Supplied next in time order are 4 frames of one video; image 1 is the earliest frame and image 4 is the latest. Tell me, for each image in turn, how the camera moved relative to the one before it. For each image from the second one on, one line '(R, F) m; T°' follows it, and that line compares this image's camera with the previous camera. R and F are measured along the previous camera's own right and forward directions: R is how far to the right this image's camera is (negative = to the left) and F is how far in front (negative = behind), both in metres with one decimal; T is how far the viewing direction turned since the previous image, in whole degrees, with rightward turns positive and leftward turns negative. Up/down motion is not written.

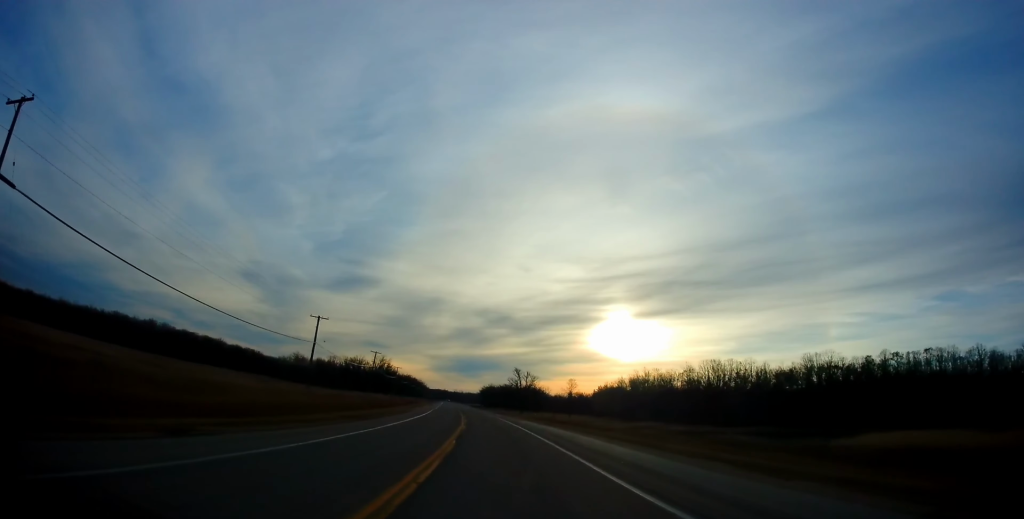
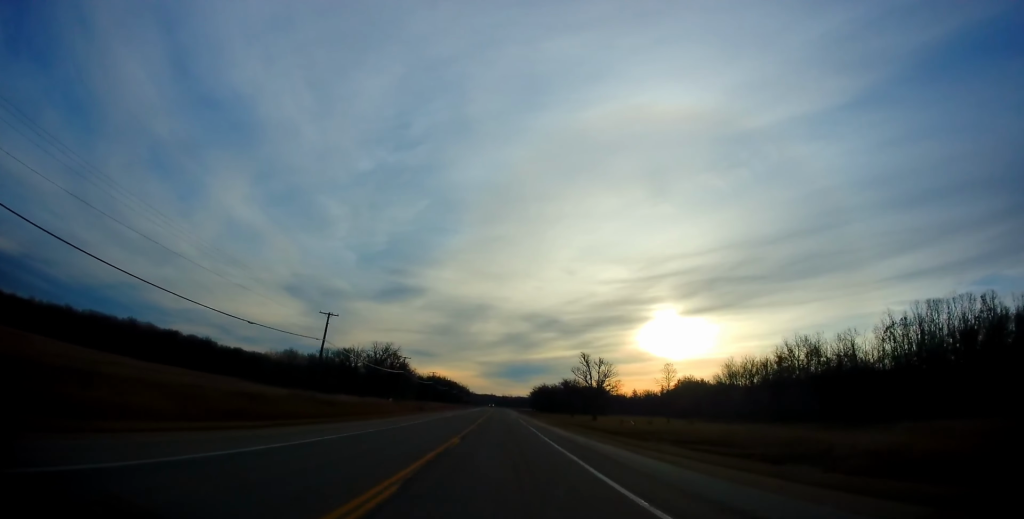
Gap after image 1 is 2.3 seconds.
(-2.5, +59.5) m; -4°
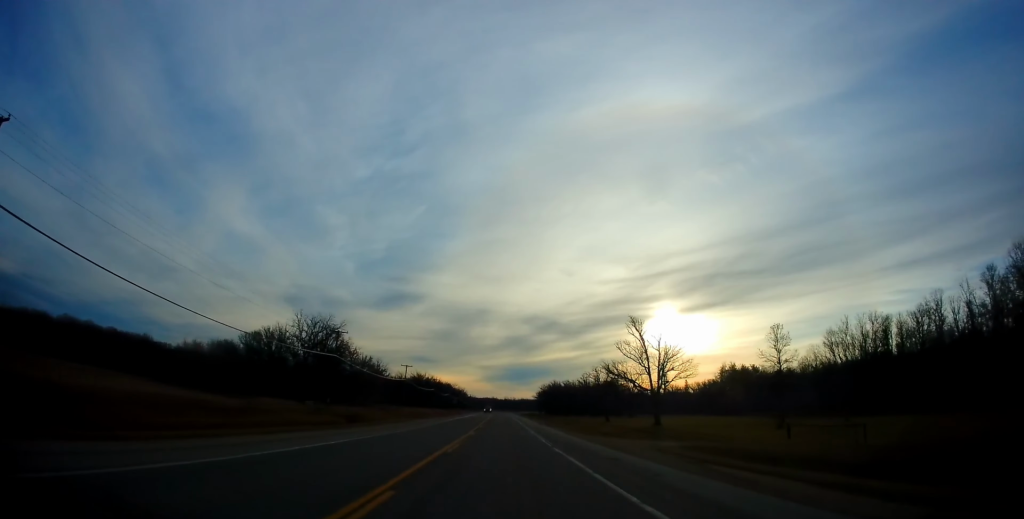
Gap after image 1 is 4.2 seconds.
(+0.4, +48.6) m; 0°
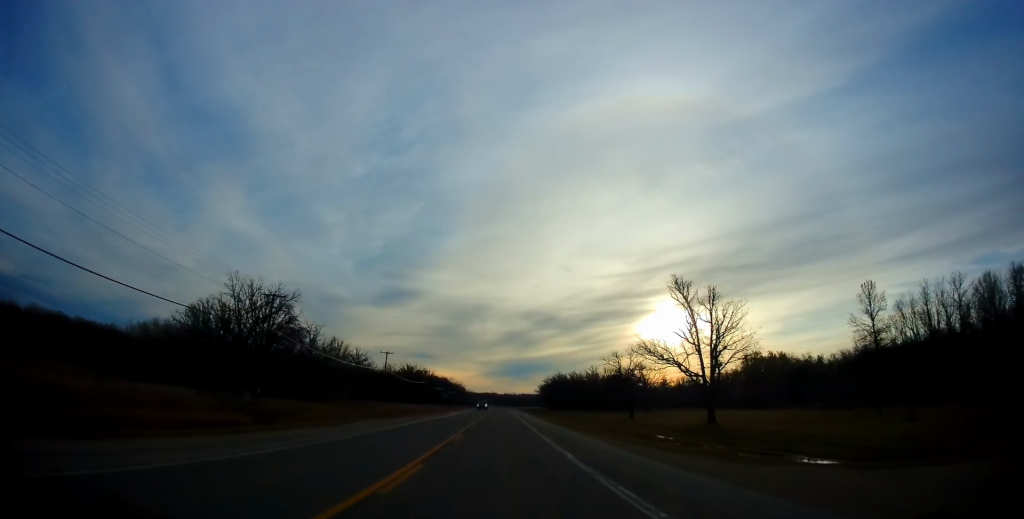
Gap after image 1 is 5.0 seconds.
(-0.3, +20.2) m; 0°
